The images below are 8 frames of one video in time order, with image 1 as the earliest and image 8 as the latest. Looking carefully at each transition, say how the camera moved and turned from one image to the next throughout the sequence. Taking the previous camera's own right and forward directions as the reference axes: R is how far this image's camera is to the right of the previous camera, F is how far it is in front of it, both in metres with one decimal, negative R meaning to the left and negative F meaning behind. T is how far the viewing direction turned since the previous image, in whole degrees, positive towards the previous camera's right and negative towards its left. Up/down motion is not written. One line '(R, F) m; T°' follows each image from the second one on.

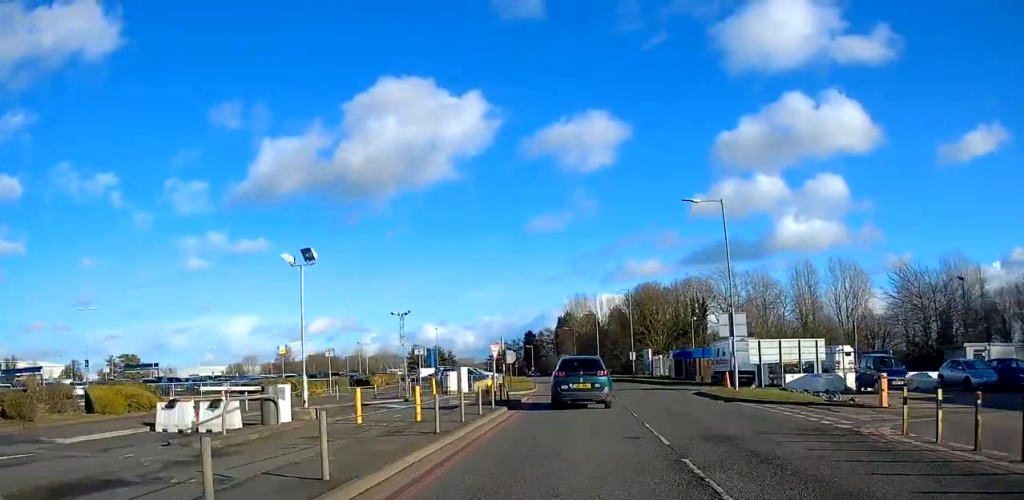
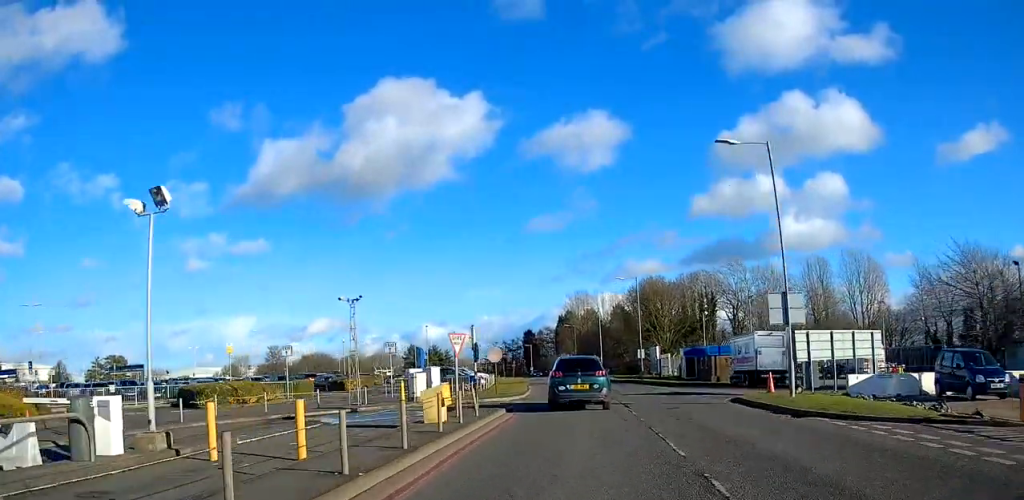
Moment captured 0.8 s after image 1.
(0.0, +7.6) m; 0°
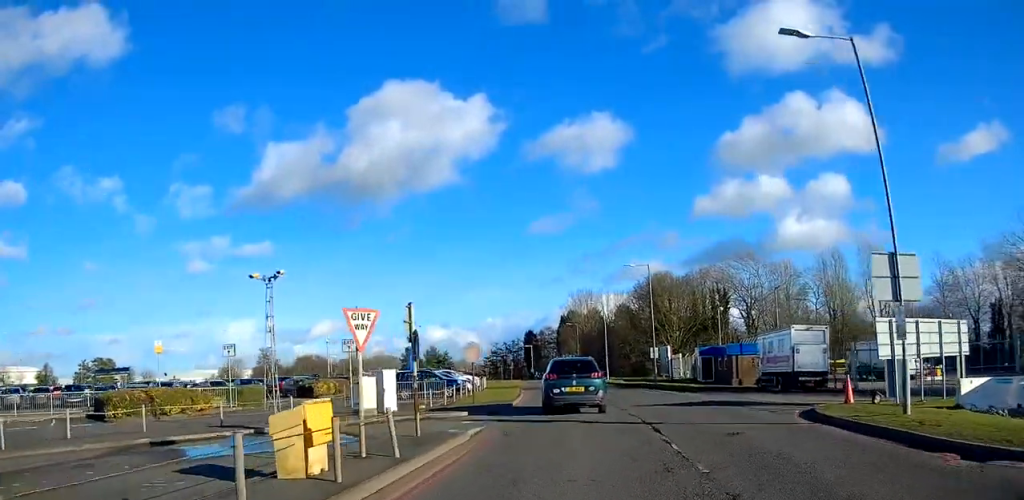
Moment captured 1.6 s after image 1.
(0.0, +7.6) m; 0°
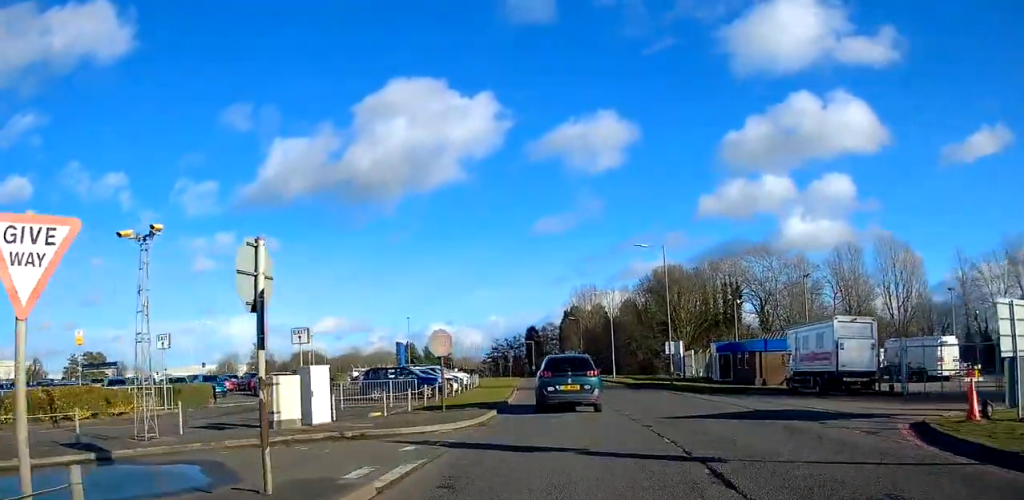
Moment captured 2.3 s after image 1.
(0.0, +6.7) m; 0°
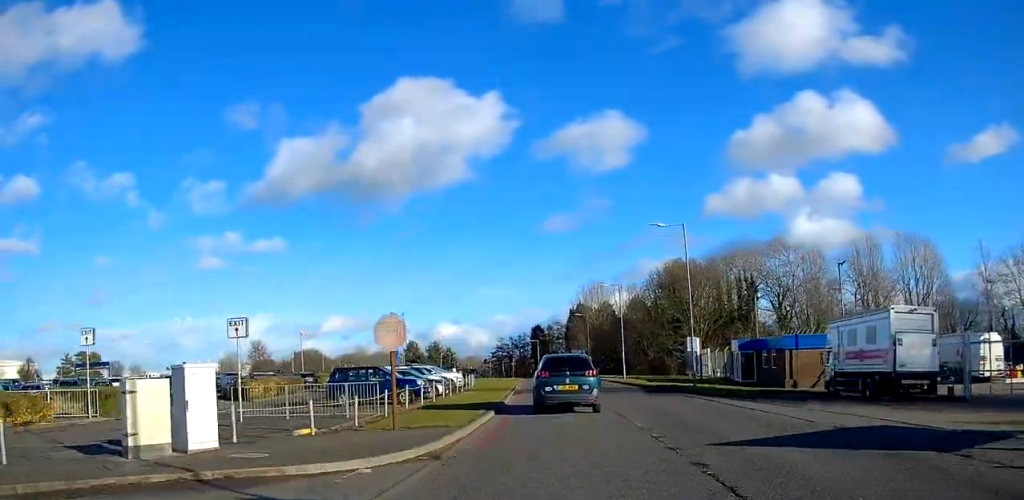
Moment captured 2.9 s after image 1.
(0.0, +5.8) m; 0°
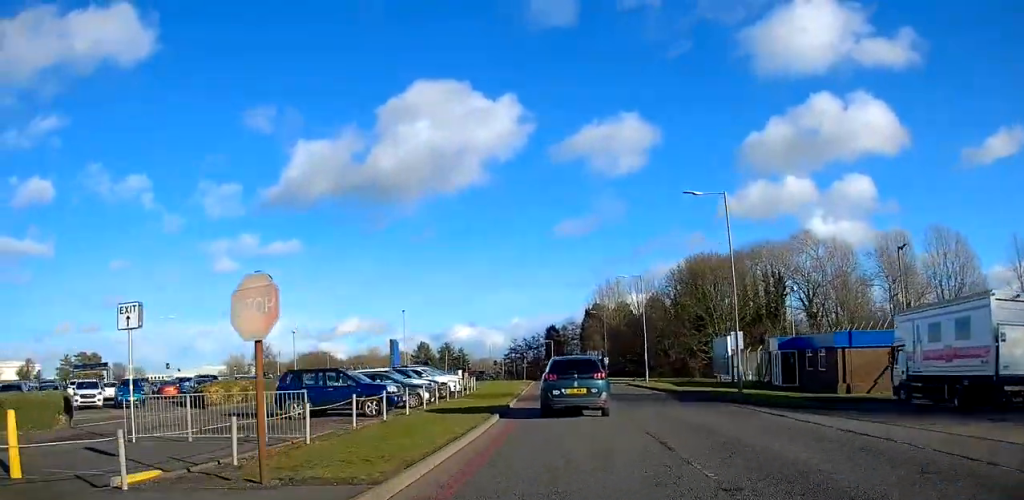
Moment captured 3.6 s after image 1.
(0.0, +6.4) m; -2°
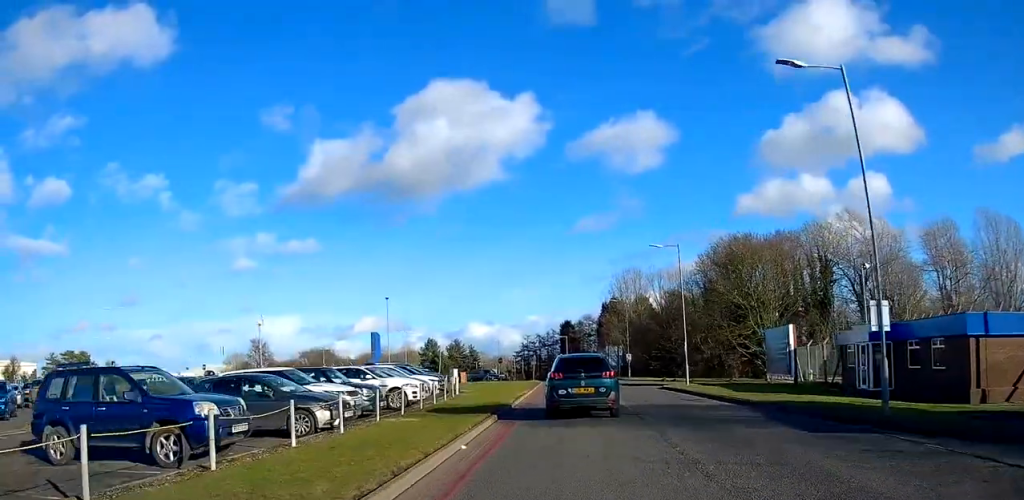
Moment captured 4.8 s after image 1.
(-0.5, +11.9) m; -3°
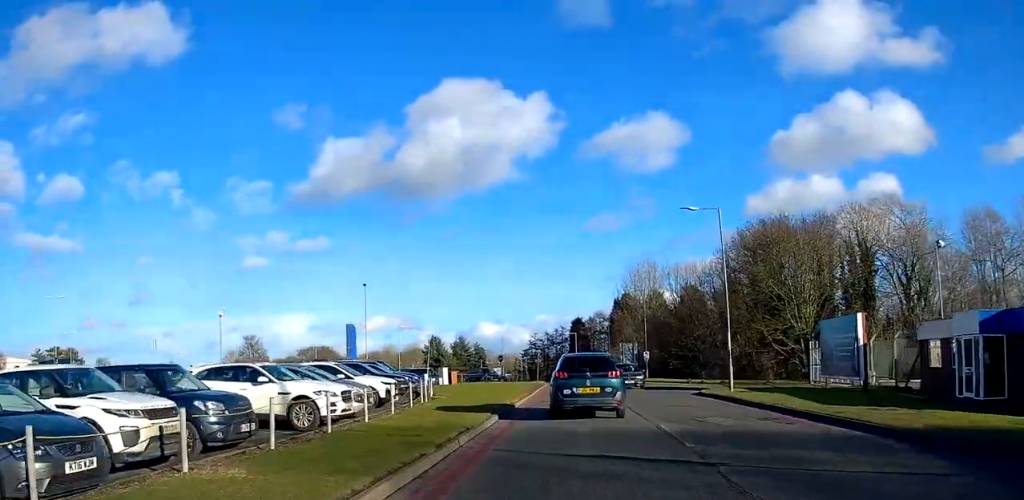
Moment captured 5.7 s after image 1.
(-0.1, +8.9) m; 0°
